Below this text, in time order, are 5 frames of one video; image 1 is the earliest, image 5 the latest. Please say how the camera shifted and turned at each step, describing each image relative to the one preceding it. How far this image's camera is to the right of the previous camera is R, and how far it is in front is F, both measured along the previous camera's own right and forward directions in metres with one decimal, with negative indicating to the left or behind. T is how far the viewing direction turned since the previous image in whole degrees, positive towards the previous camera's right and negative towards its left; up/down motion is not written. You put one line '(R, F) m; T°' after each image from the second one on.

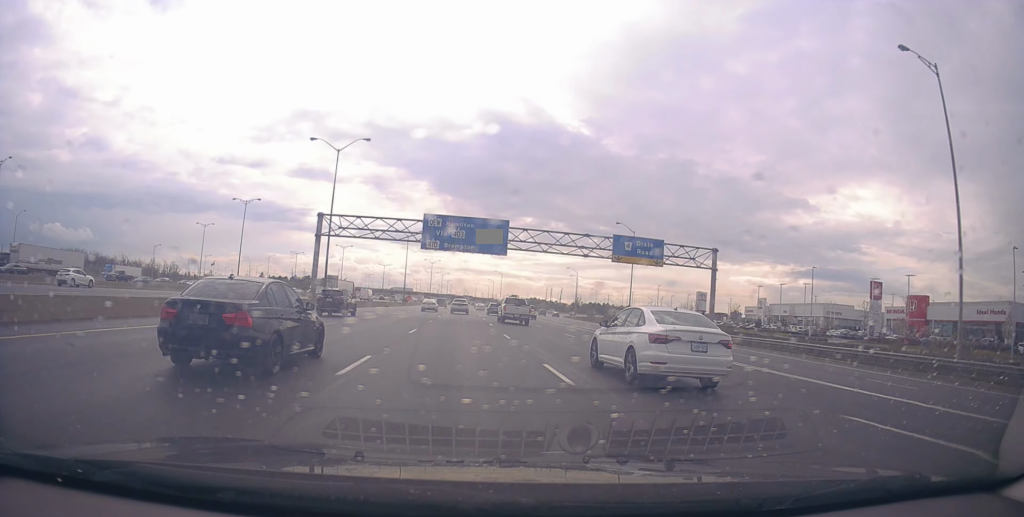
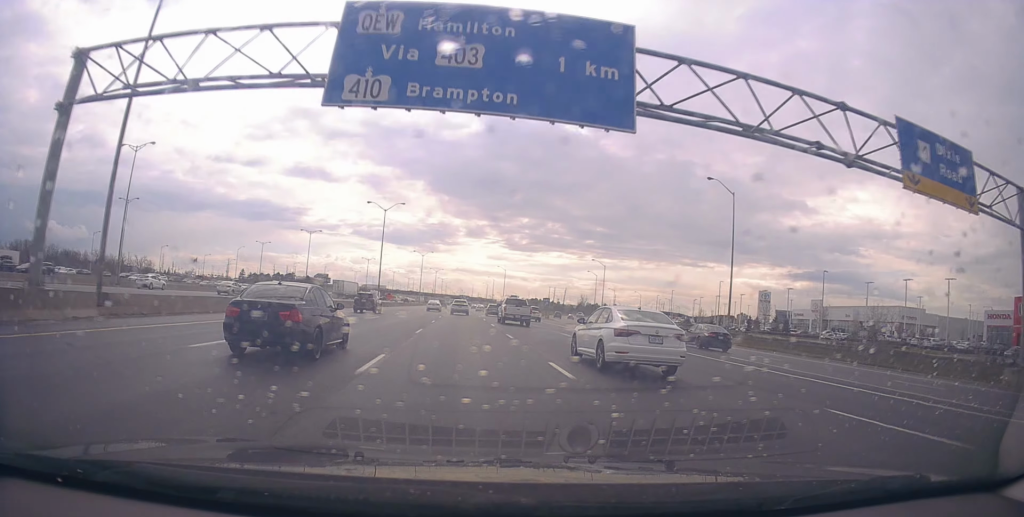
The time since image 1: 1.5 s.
(-0.2, +35.7) m; -1°
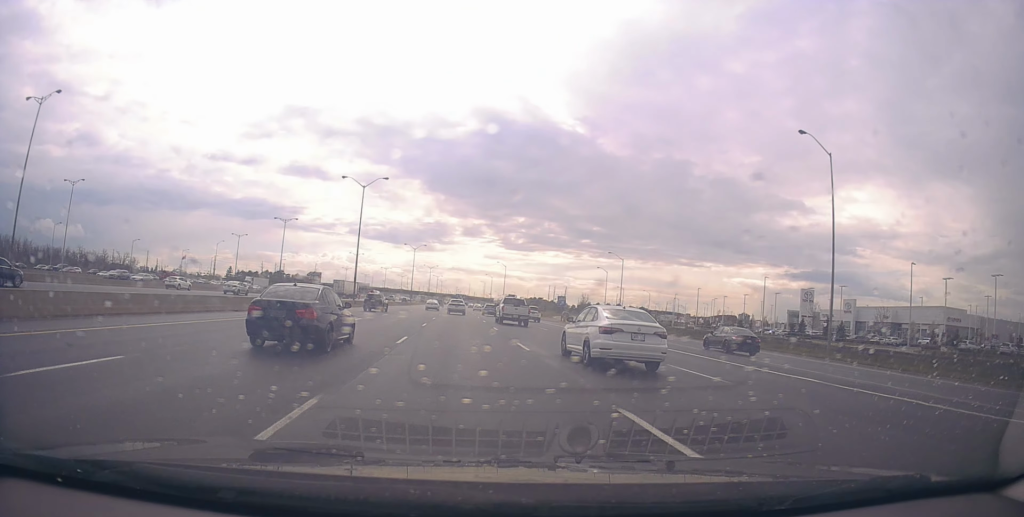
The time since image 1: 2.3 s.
(-0.3, +17.3) m; +1°
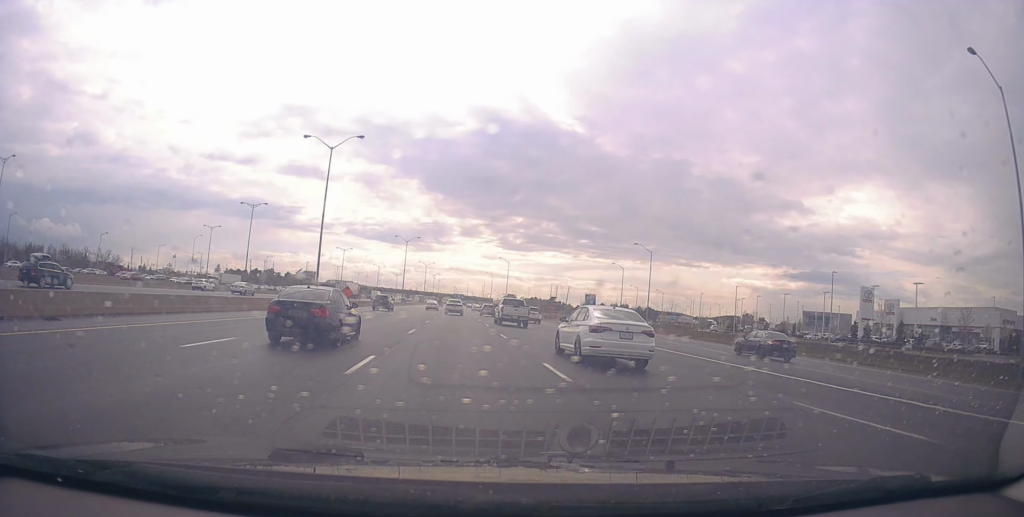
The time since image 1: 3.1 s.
(+0.4, +19.0) m; +2°
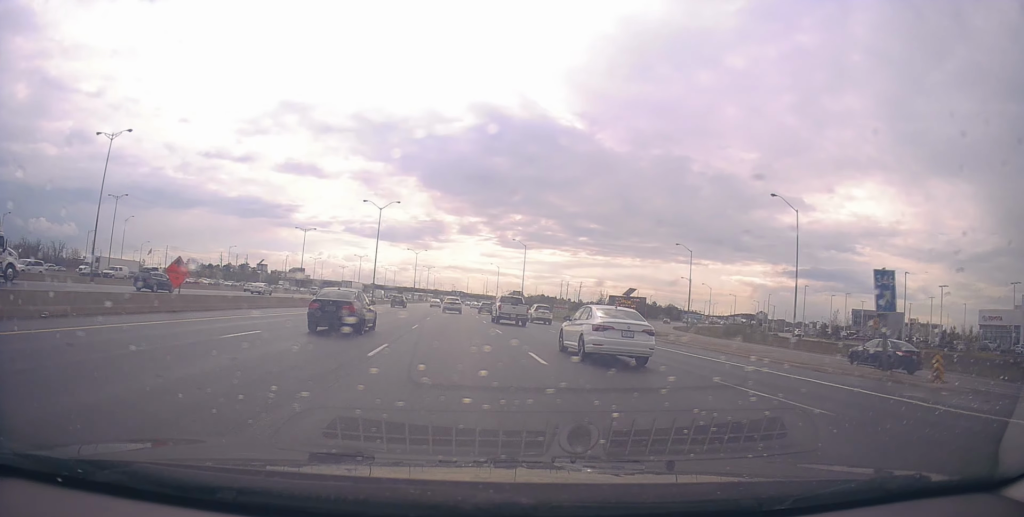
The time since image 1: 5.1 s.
(+0.5, +45.2) m; -1°
